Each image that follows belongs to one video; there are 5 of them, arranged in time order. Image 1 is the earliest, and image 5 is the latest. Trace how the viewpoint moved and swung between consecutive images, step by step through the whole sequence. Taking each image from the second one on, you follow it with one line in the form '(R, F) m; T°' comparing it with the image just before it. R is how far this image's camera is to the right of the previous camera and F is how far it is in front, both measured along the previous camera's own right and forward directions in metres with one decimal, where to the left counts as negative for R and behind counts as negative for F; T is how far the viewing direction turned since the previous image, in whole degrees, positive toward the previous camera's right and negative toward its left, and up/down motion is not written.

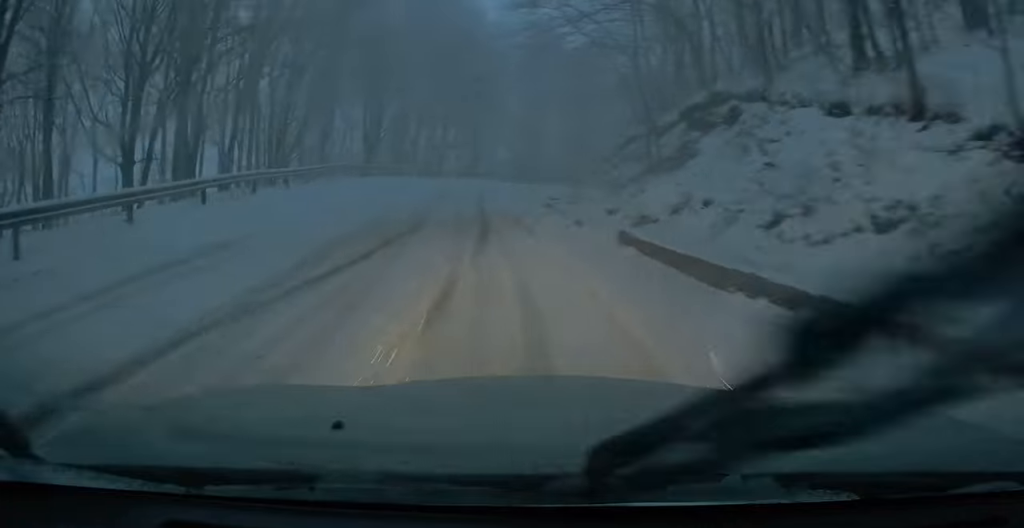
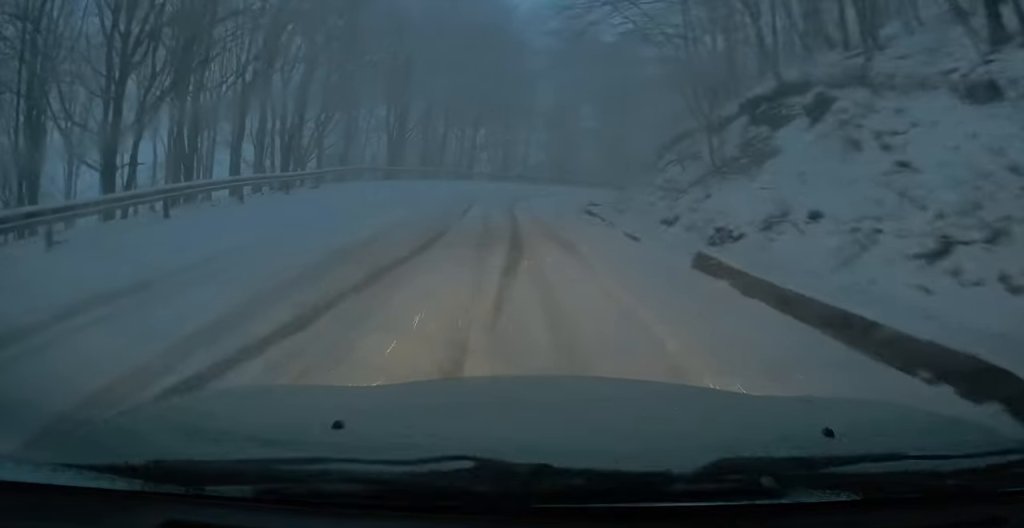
(-0.2, +3.4) m; -1°
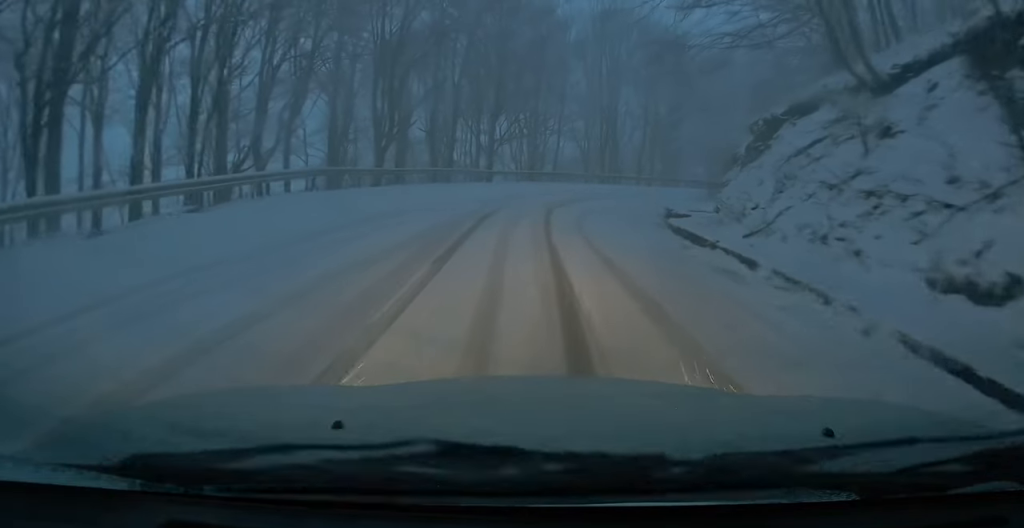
(0.0, +11.6) m; +7°
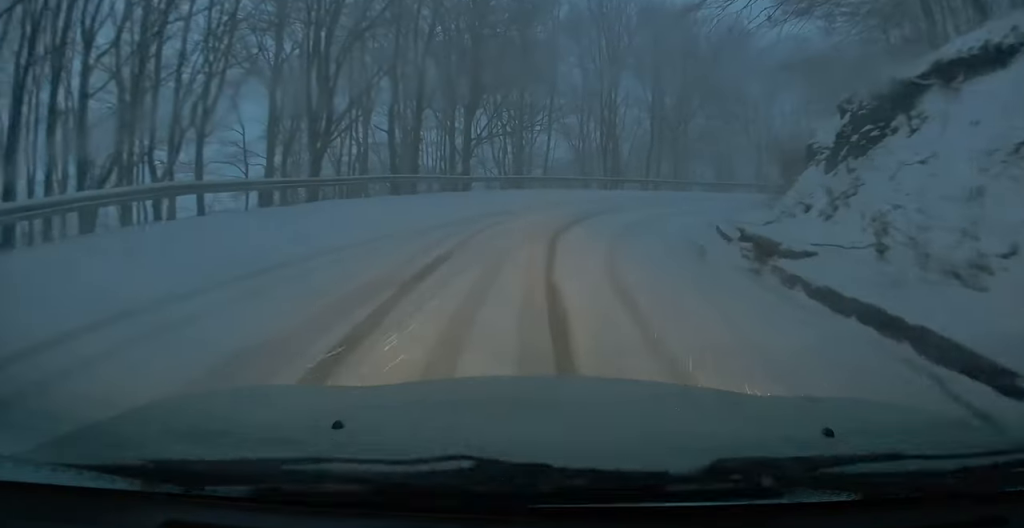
(+0.8, +9.1) m; +3°
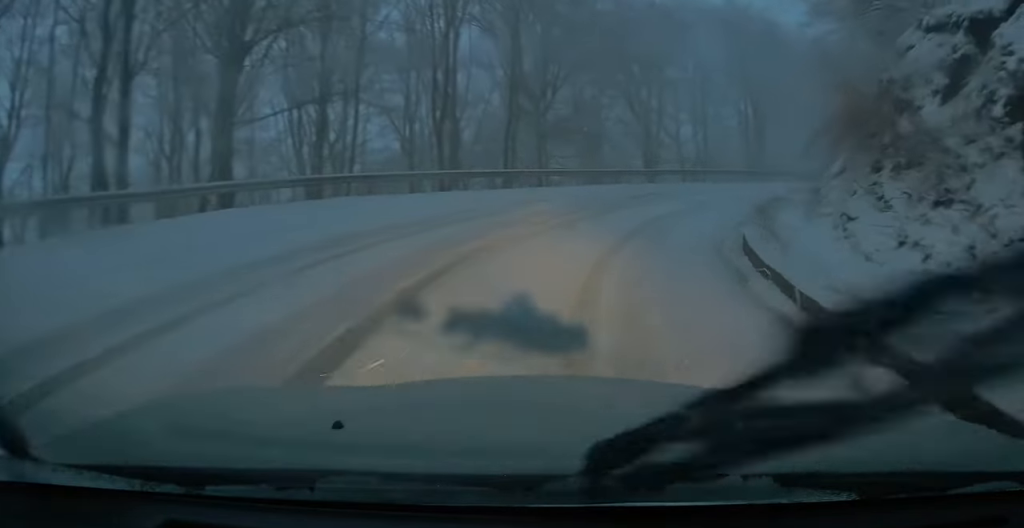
(+1.6, +14.9) m; +15°
